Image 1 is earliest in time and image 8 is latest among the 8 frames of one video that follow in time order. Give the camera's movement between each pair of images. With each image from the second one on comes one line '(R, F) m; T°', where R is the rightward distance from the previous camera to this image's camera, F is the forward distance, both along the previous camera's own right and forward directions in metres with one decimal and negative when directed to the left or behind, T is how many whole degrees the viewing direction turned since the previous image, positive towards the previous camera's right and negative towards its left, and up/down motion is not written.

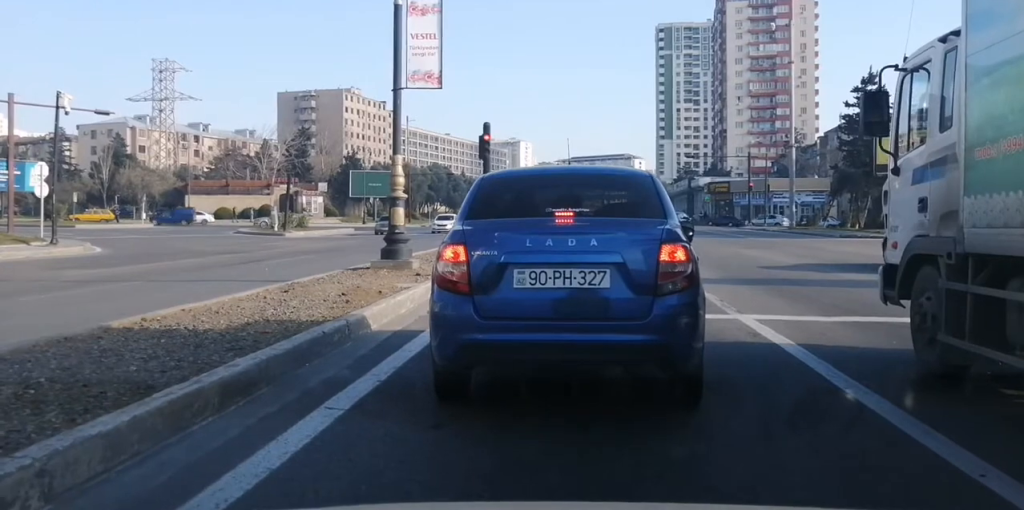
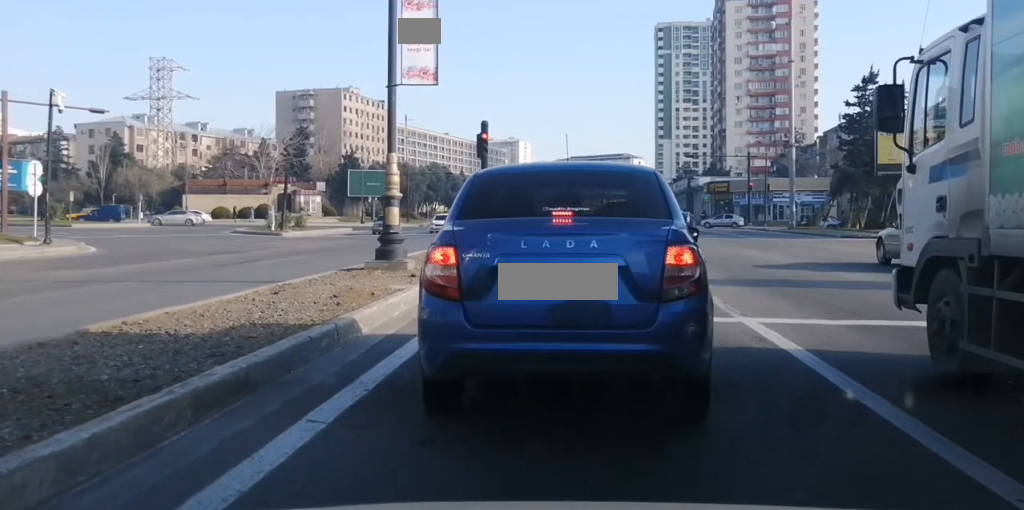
(+0.1, +0.2) m; 0°
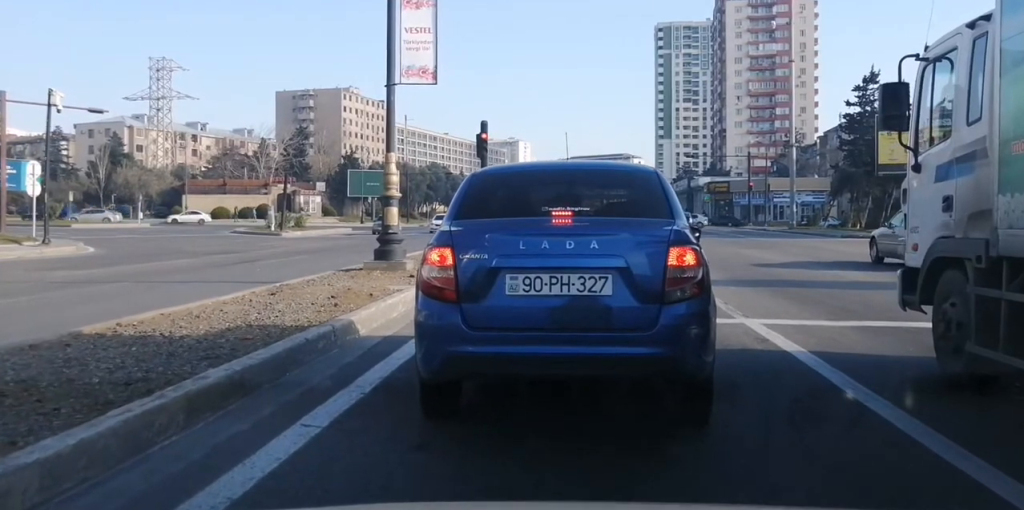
(+0.1, +0.1) m; 0°
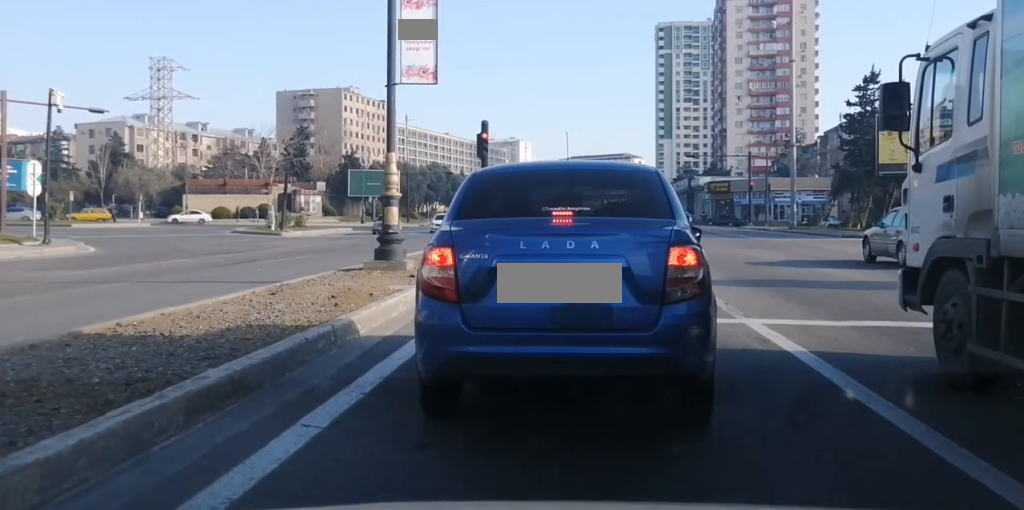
(+0.1, 0.0) m; 0°
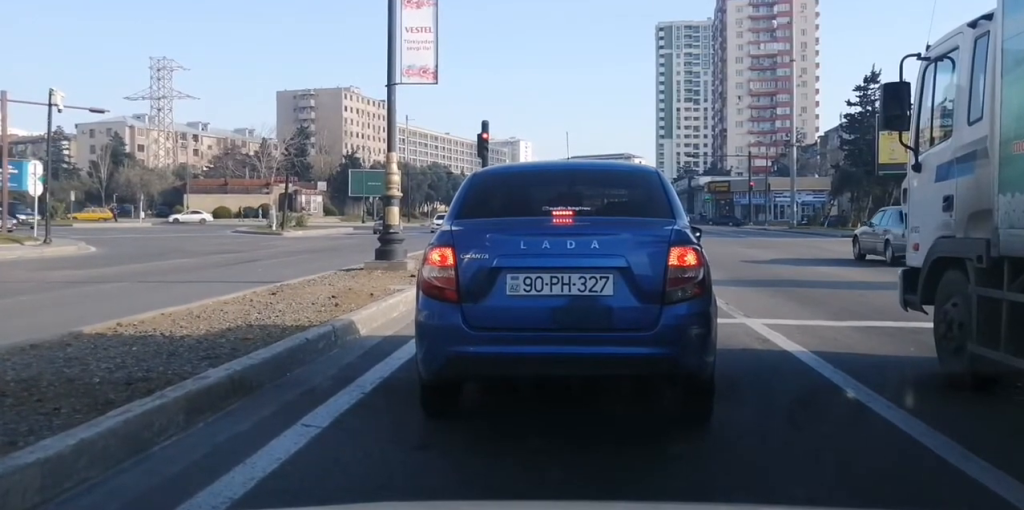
(+0.2, +0.1) m; 0°
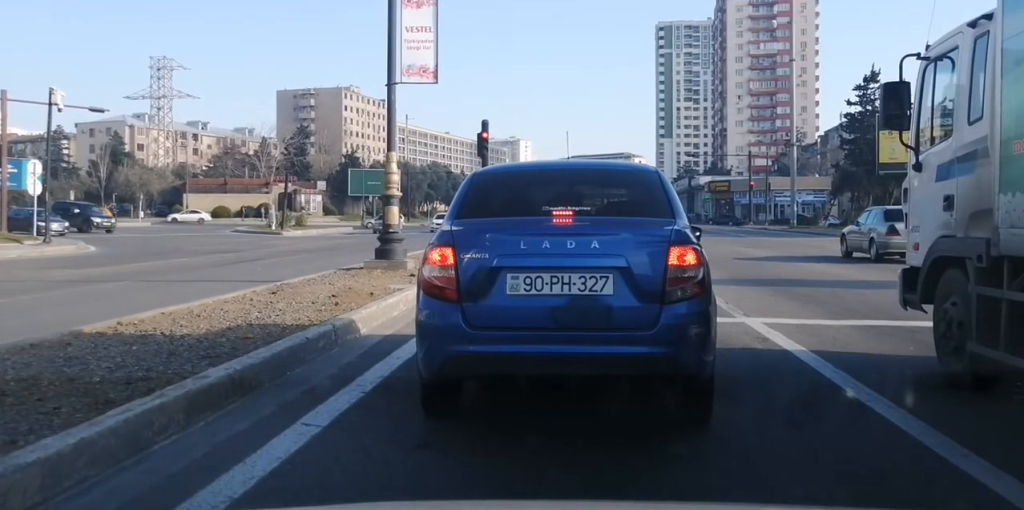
(+0.1, 0.0) m; 0°
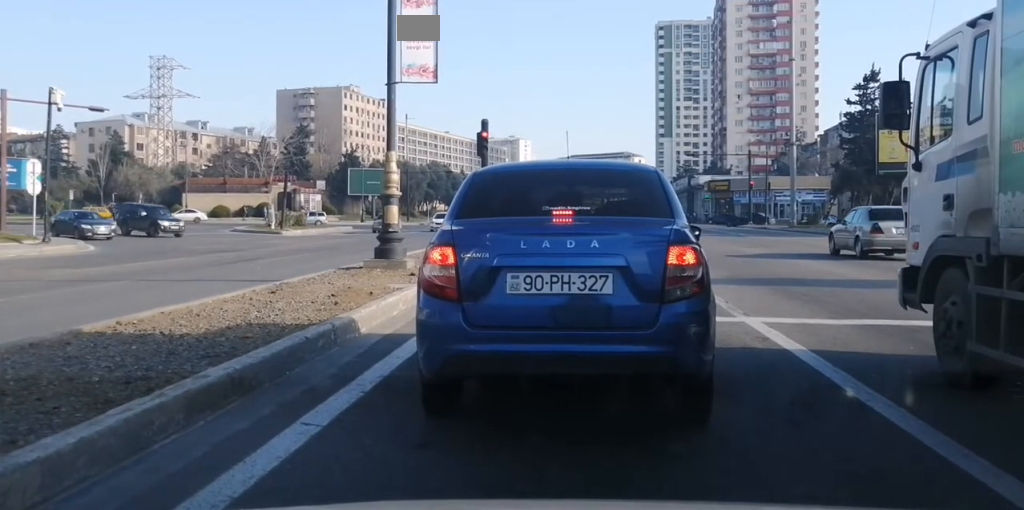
(+0.1, 0.0) m; 0°
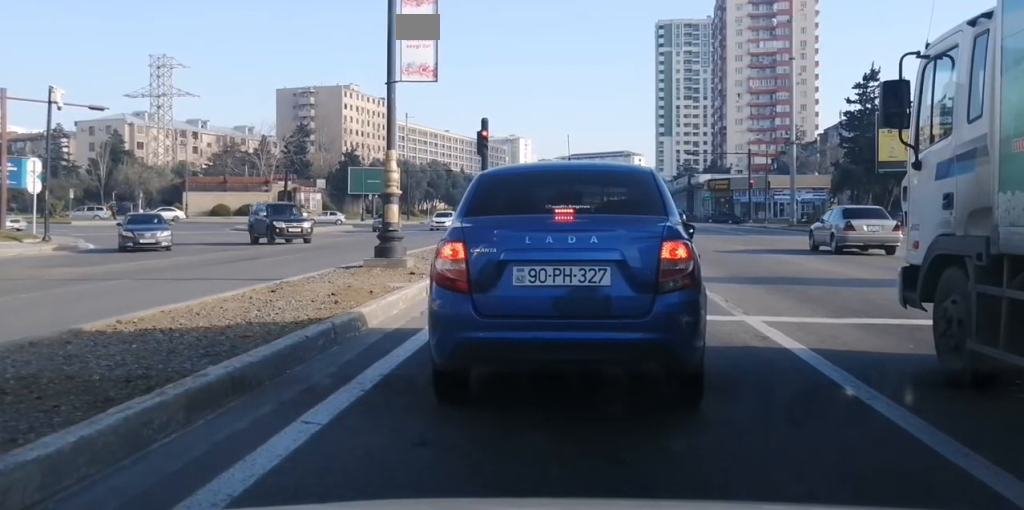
(+0.2, +0.1) m; 0°
